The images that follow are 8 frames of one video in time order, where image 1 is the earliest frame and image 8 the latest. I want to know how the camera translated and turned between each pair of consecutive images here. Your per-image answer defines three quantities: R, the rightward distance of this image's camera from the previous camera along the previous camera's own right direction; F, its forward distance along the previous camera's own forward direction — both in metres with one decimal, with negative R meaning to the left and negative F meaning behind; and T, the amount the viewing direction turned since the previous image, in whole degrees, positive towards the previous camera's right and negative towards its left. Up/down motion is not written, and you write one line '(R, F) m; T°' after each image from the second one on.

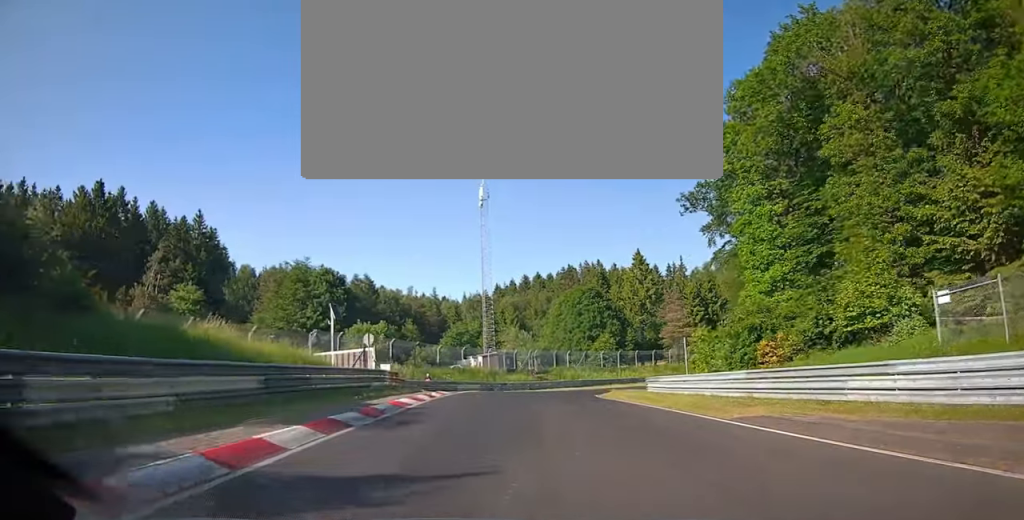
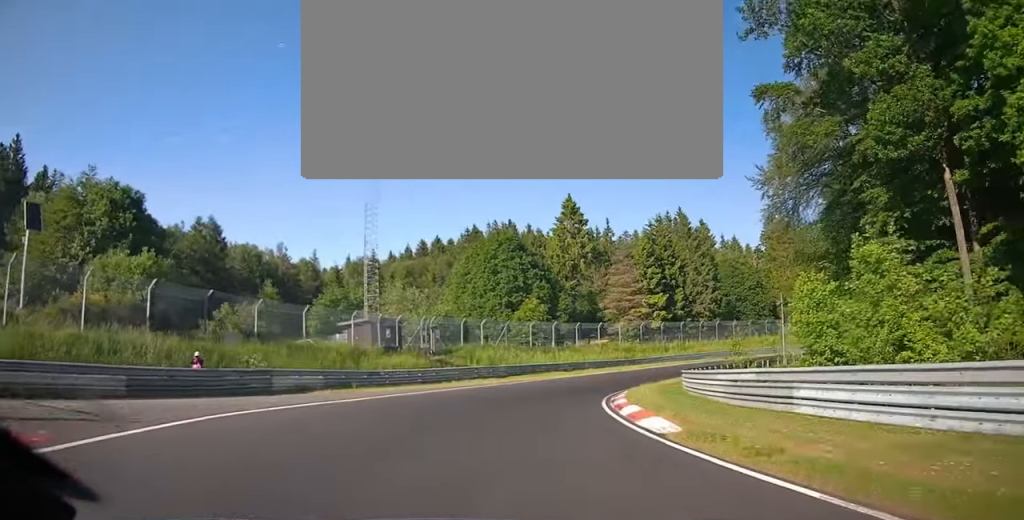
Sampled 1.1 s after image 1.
(+1.3, +26.7) m; +9°
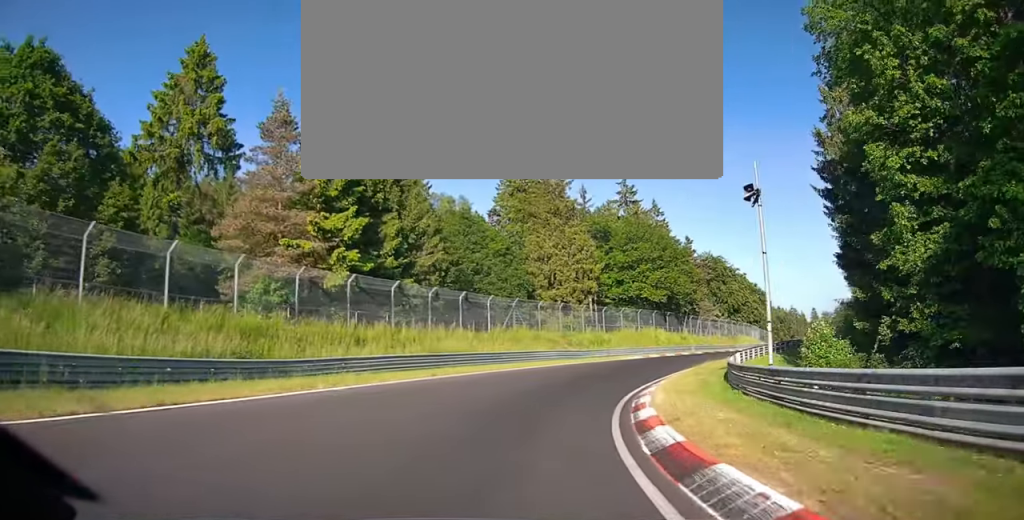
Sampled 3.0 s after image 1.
(+13.4, +43.6) m; +41°
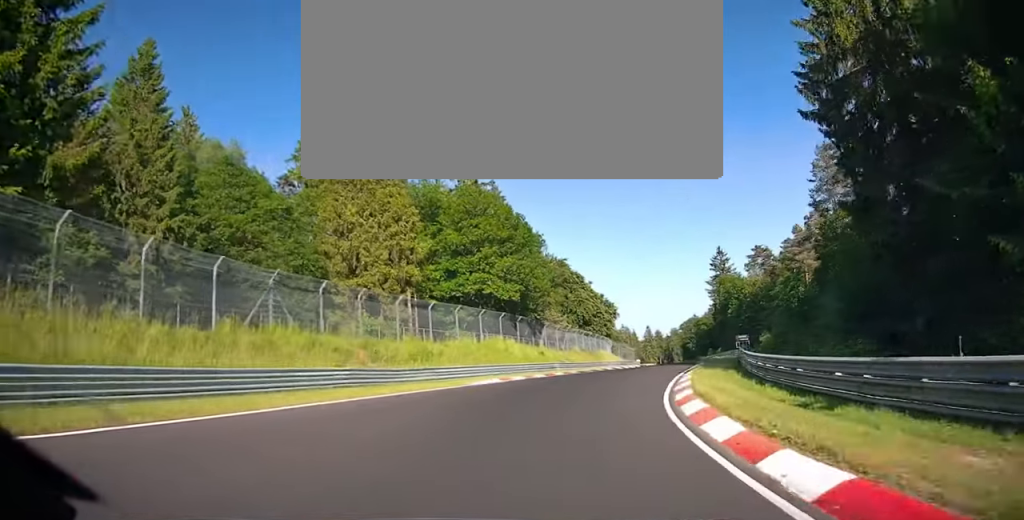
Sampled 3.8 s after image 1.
(+4.8, +22.7) m; +17°
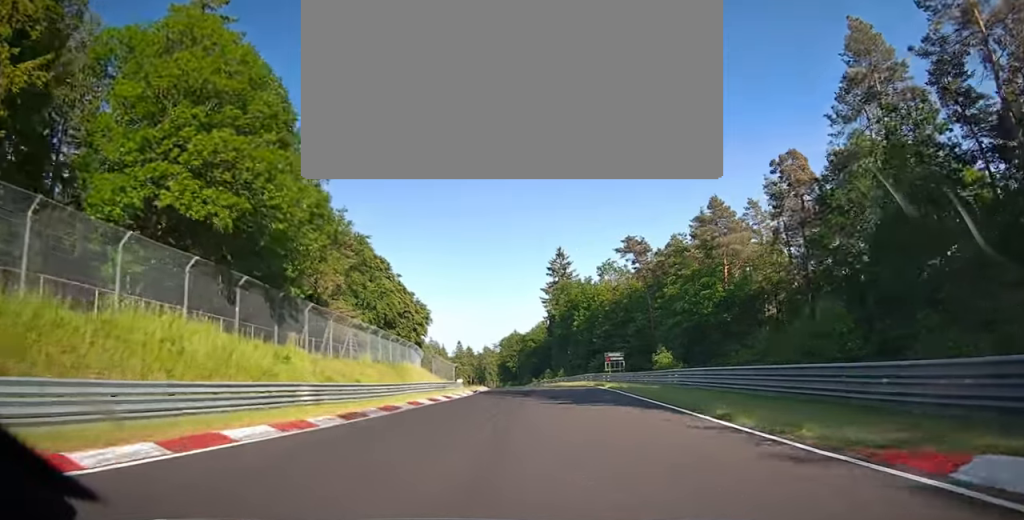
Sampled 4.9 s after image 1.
(+3.5, +31.2) m; +7°
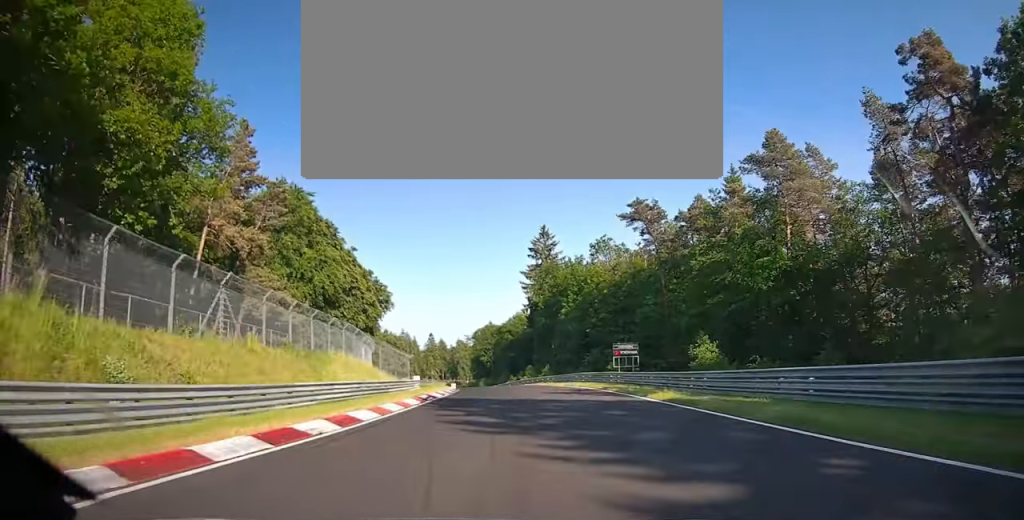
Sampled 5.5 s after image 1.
(+0.4, +17.9) m; 0°
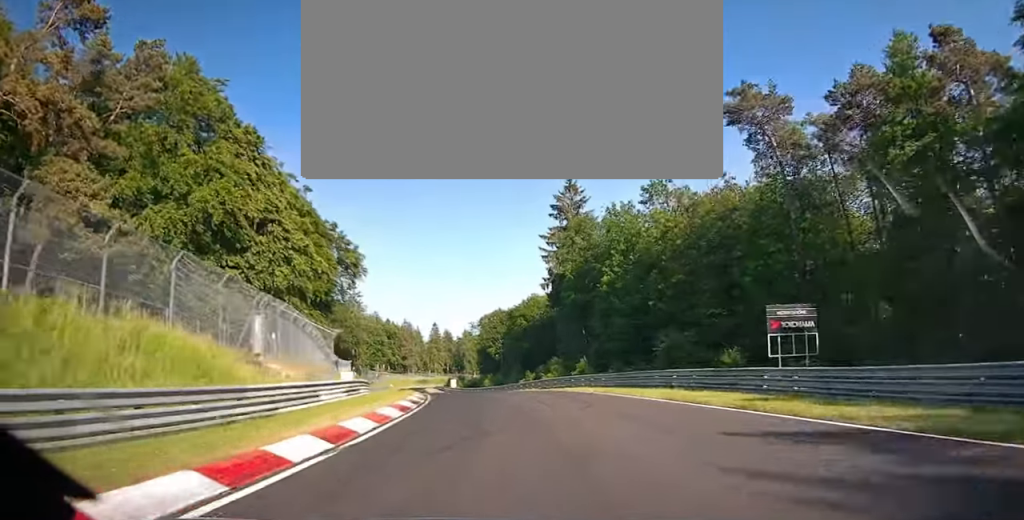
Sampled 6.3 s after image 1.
(-0.2, +27.6) m; -3°
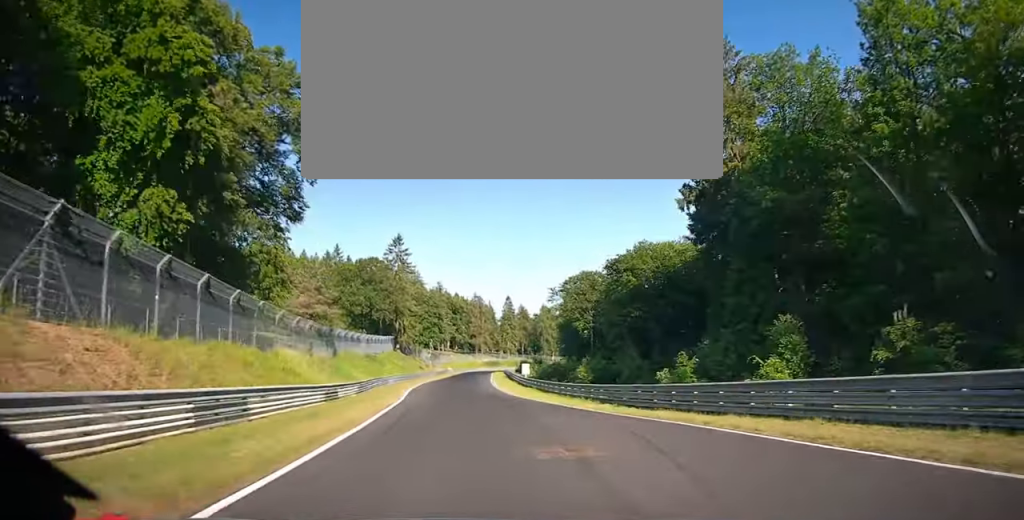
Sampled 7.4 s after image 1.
(-1.8, +37.6) m; -5°
